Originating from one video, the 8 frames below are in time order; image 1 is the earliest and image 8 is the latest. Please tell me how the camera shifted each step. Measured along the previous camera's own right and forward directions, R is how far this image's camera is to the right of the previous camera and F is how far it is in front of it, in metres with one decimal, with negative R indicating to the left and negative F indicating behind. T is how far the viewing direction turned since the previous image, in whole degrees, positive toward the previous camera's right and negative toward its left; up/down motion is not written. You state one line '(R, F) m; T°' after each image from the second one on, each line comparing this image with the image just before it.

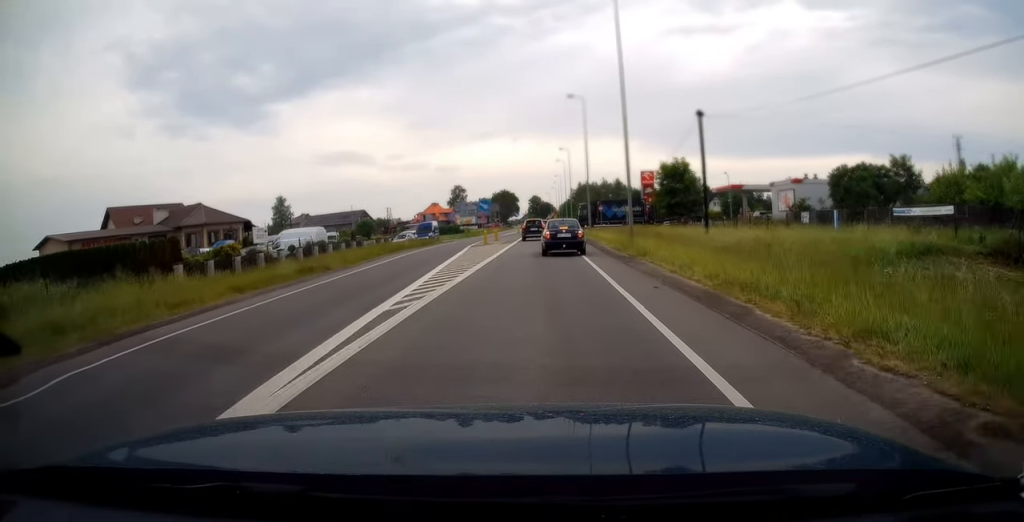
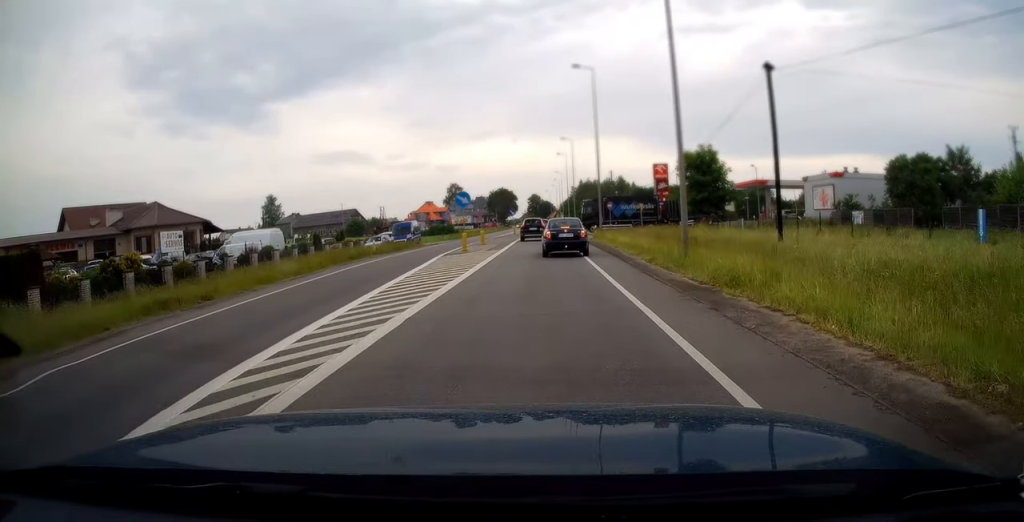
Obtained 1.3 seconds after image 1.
(0.0, +10.1) m; 0°
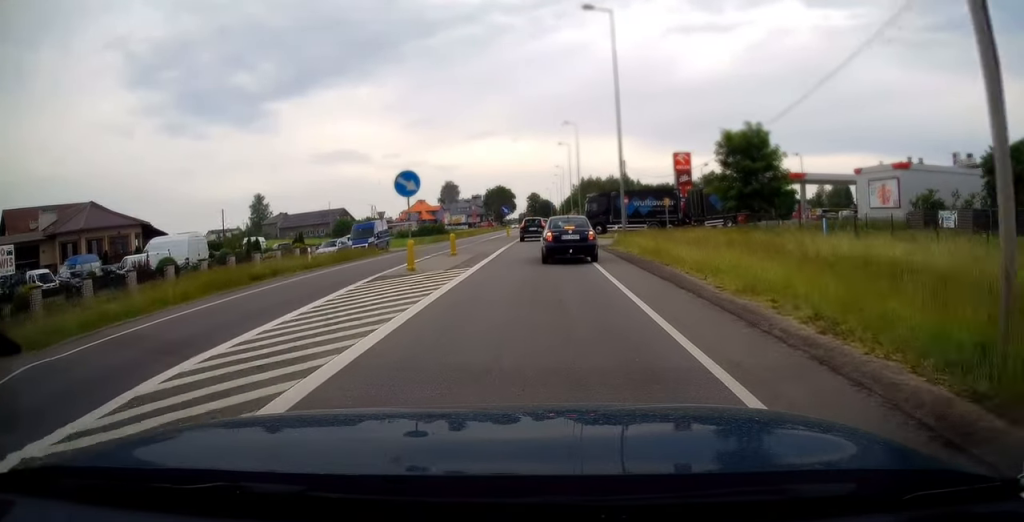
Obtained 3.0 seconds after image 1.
(+0.1, +11.8) m; 0°
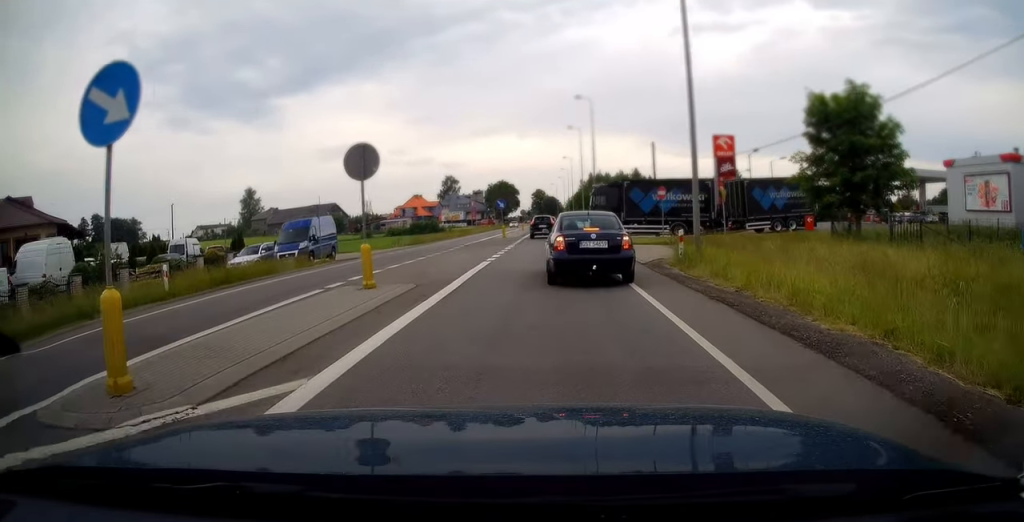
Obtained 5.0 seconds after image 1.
(0.0, +12.1) m; +1°
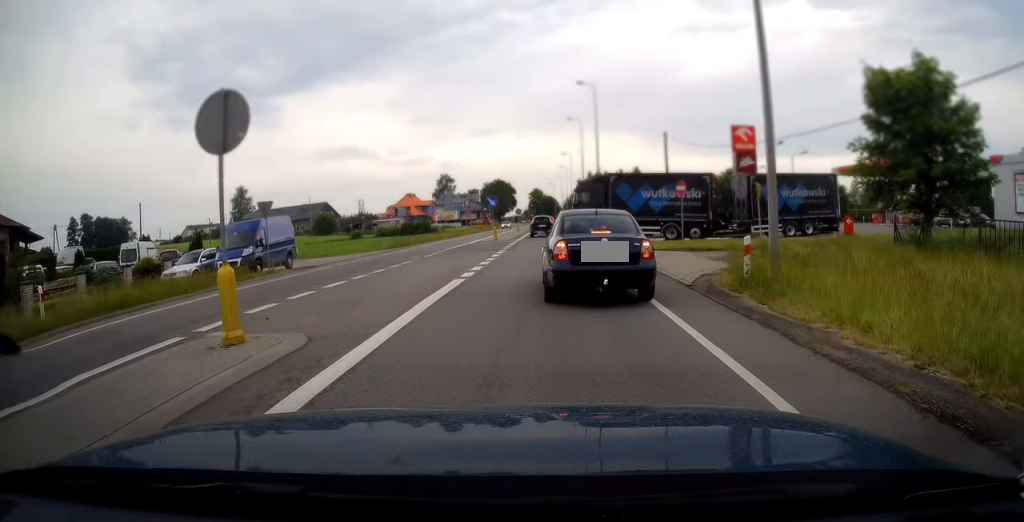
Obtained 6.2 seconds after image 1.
(0.0, +6.0) m; +1°
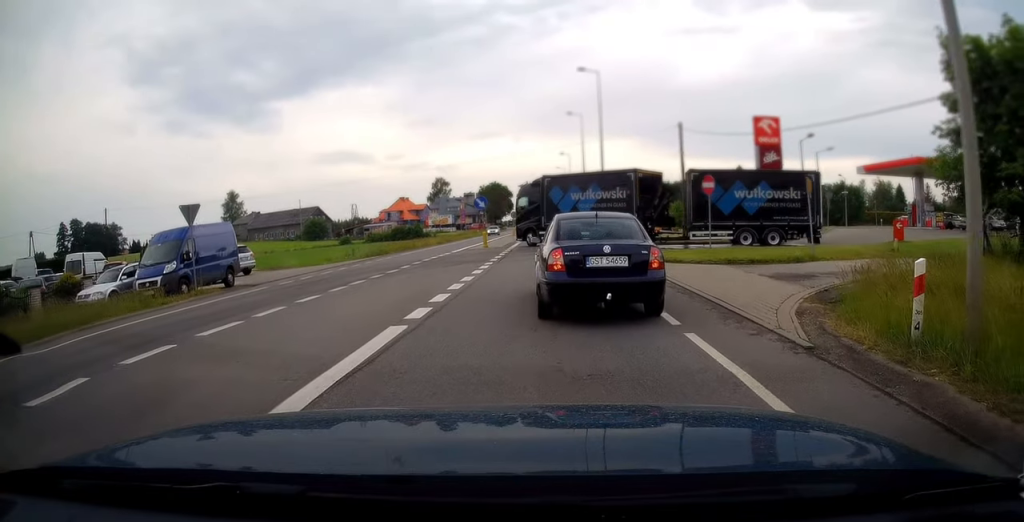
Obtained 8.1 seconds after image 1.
(+0.1, +7.0) m; 0°
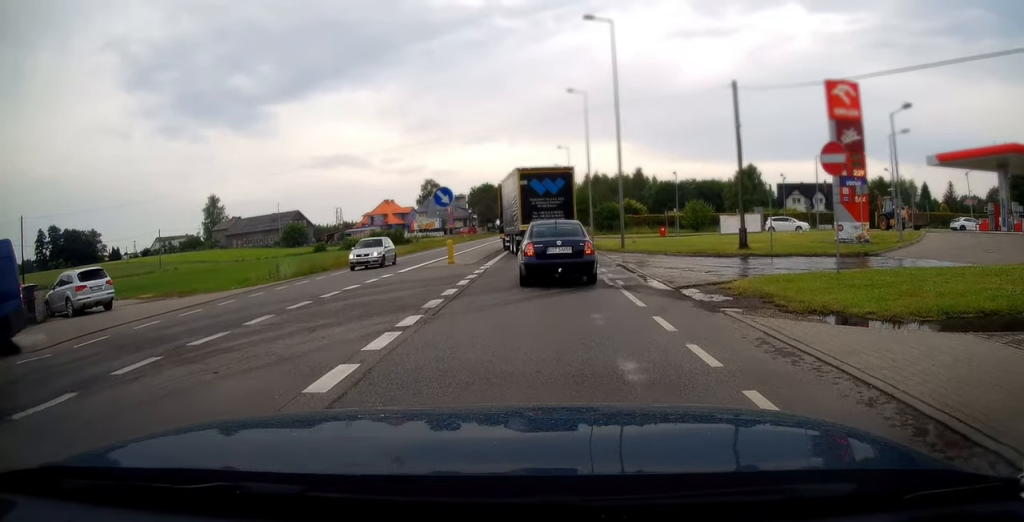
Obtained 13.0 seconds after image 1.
(-0.2, +14.2) m; 0°
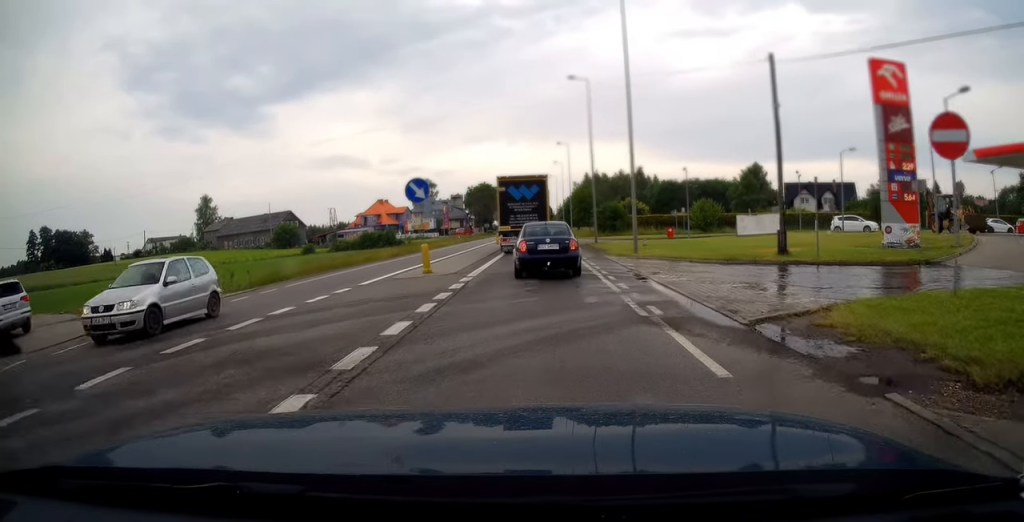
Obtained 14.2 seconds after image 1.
(+0.1, +4.4) m; 0°
